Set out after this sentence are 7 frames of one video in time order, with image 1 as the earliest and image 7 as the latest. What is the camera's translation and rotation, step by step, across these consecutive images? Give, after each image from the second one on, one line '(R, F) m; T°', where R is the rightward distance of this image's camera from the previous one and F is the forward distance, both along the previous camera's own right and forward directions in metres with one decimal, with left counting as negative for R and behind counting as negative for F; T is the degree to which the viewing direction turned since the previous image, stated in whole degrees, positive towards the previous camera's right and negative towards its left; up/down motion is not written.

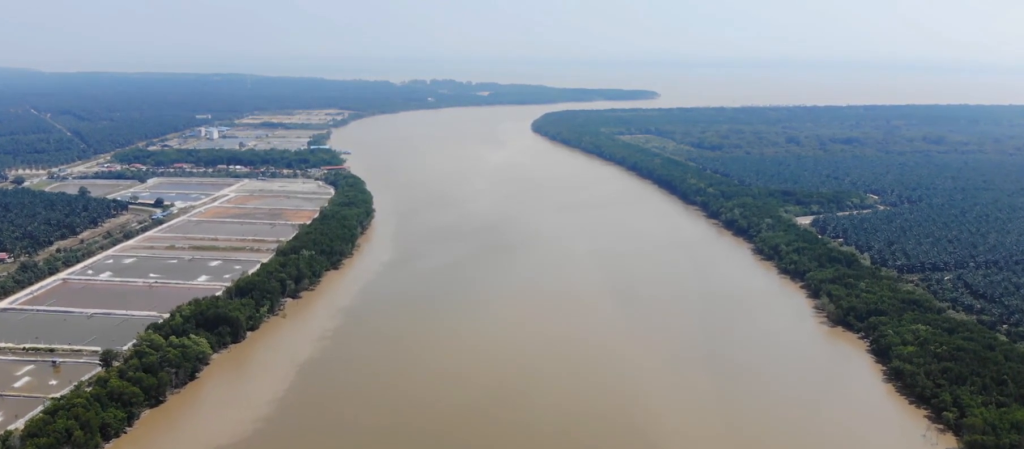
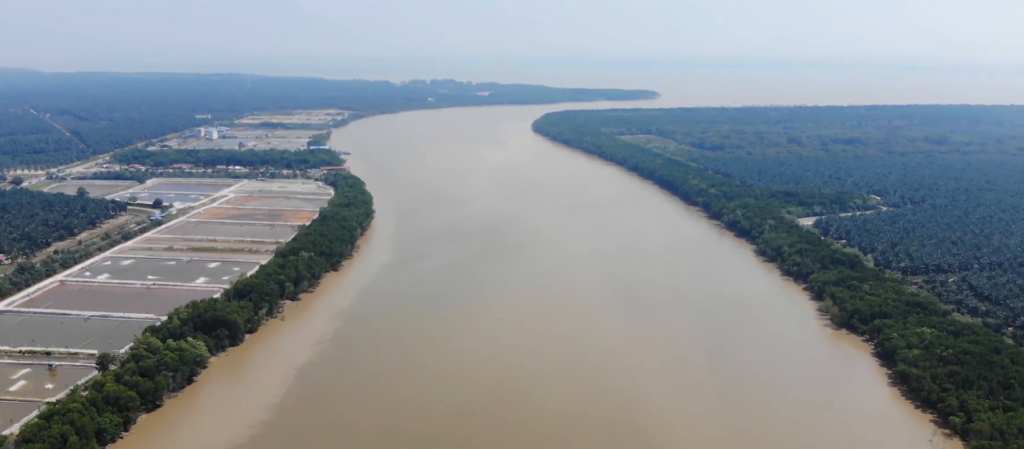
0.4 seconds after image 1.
(0.0, +4.9) m; 0°
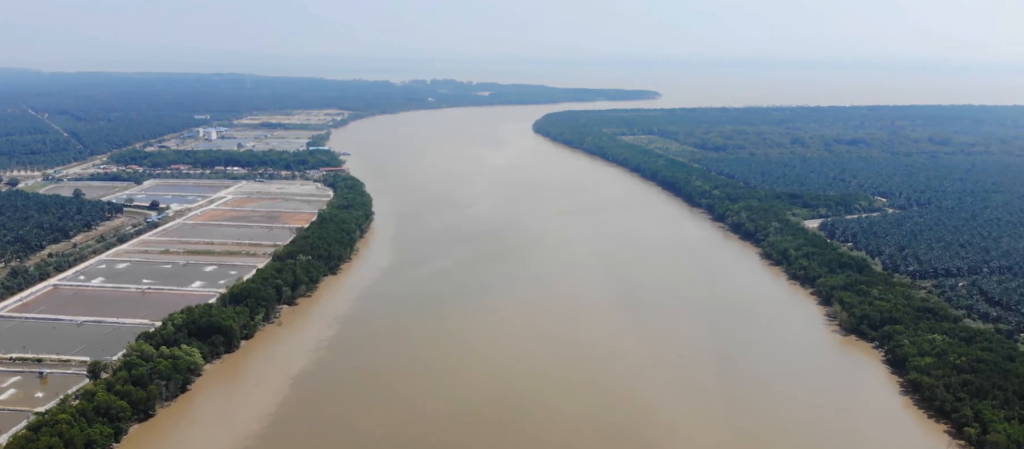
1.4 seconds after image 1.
(0.0, +10.8) m; 0°
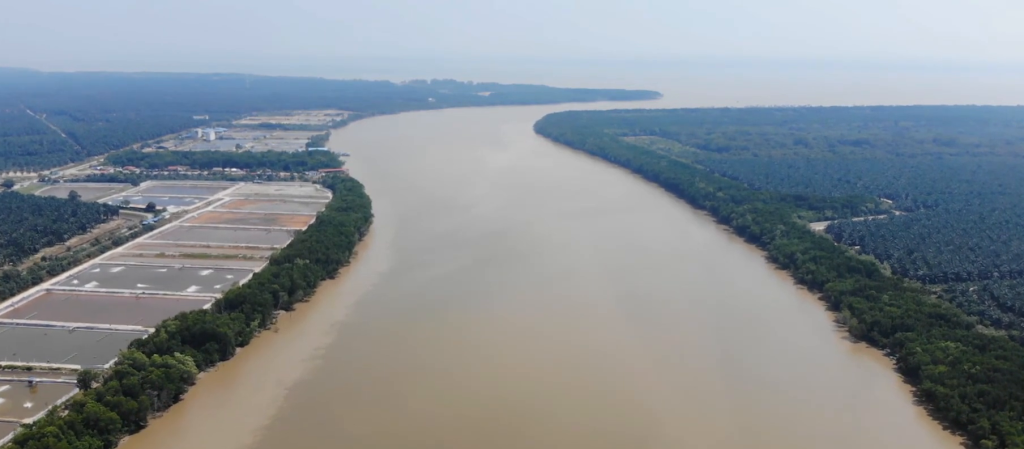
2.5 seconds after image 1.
(0.0, +11.8) m; 0°
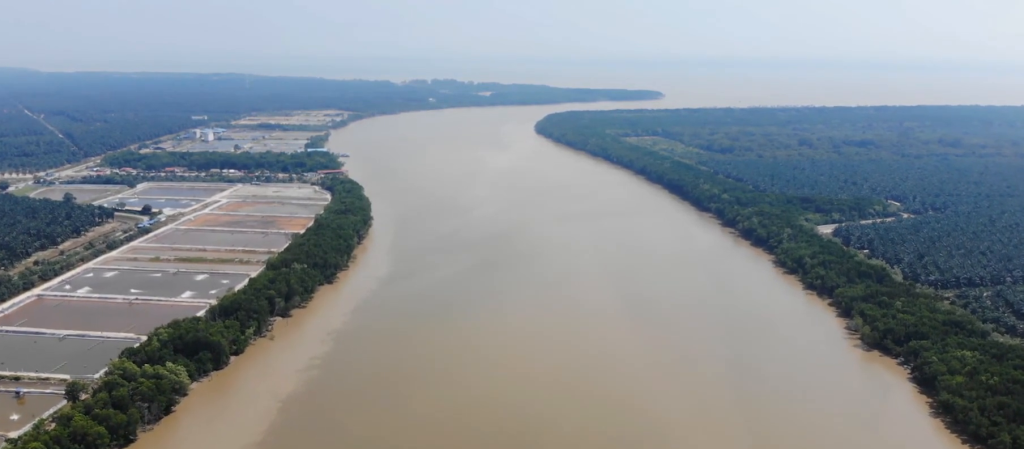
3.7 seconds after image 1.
(0.0, +13.8) m; 0°
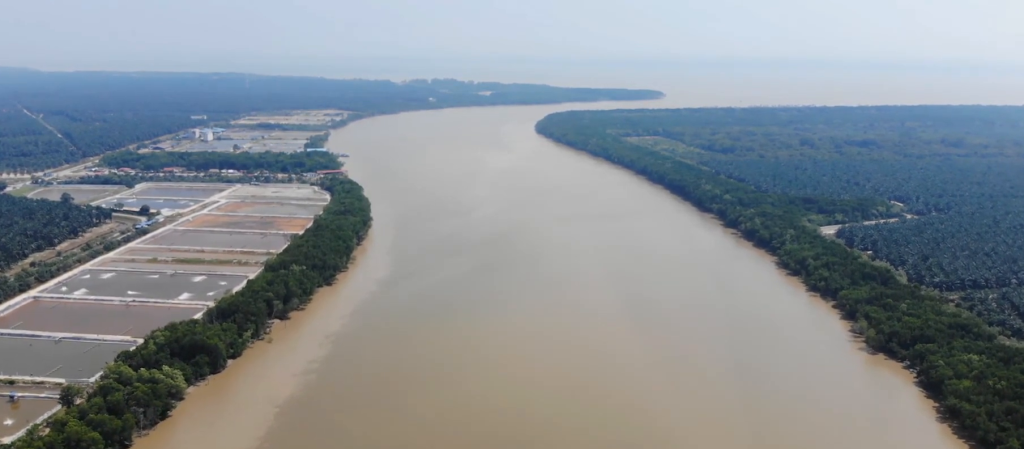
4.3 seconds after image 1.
(0.0, +5.8) m; 0°
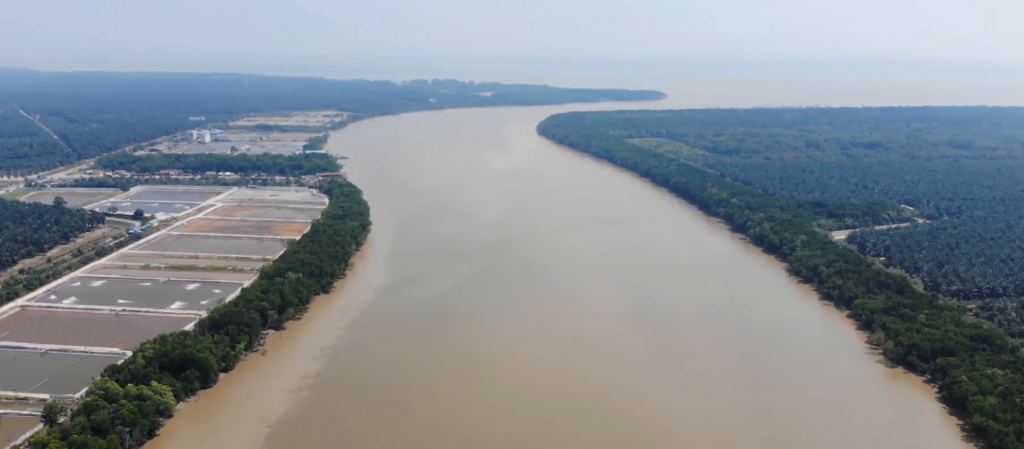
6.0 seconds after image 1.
(-0.2, +19.3) m; -1°
